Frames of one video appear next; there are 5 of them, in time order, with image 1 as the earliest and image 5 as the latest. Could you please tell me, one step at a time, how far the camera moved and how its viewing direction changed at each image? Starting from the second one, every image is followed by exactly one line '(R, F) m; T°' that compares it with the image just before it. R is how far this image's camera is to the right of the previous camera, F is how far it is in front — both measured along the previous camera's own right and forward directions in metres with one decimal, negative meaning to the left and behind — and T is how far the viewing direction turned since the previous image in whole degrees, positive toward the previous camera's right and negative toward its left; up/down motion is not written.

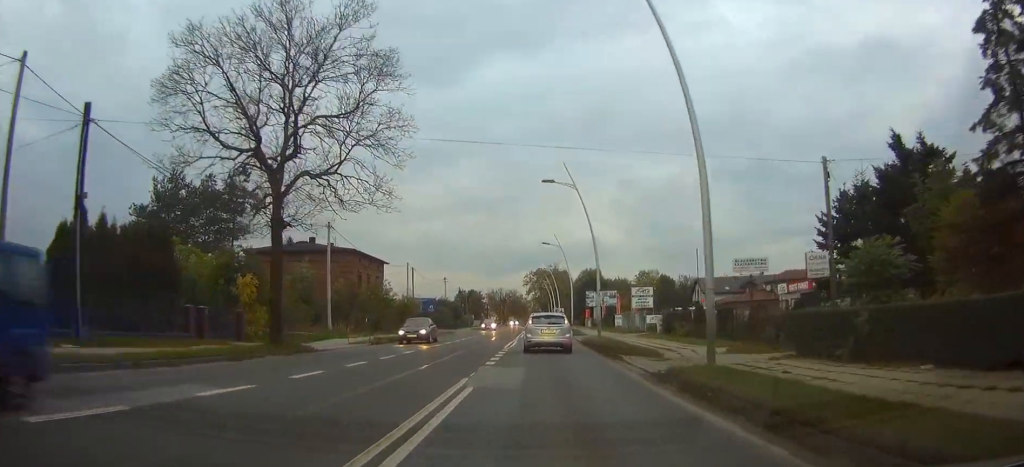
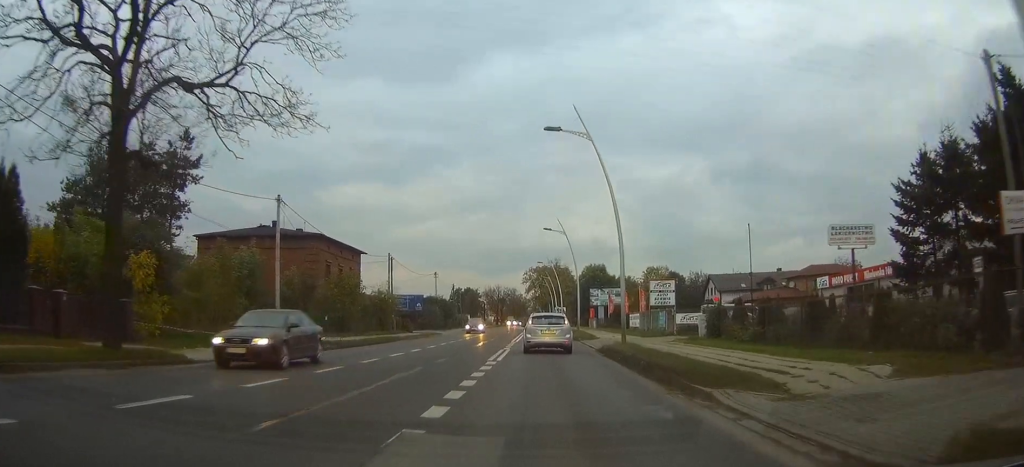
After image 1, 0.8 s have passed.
(0.0, +10.4) m; 0°
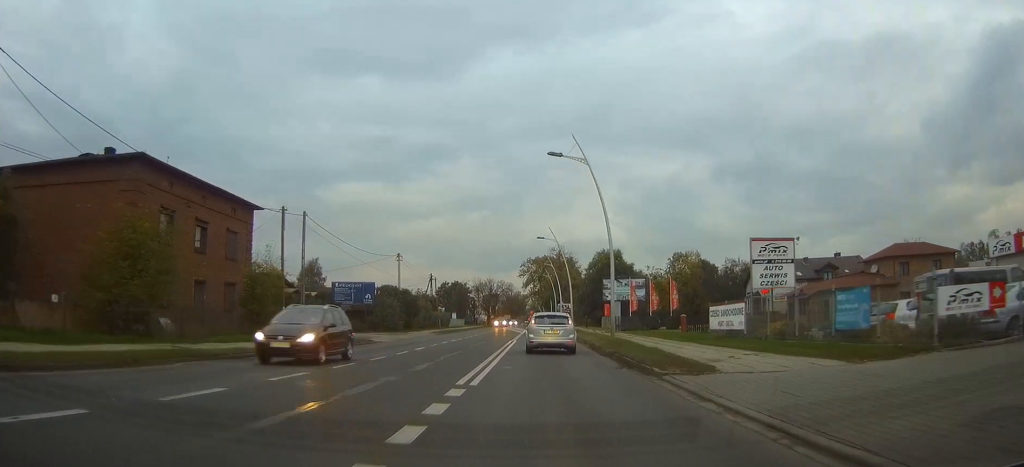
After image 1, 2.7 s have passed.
(-0.1, +26.2) m; 0°
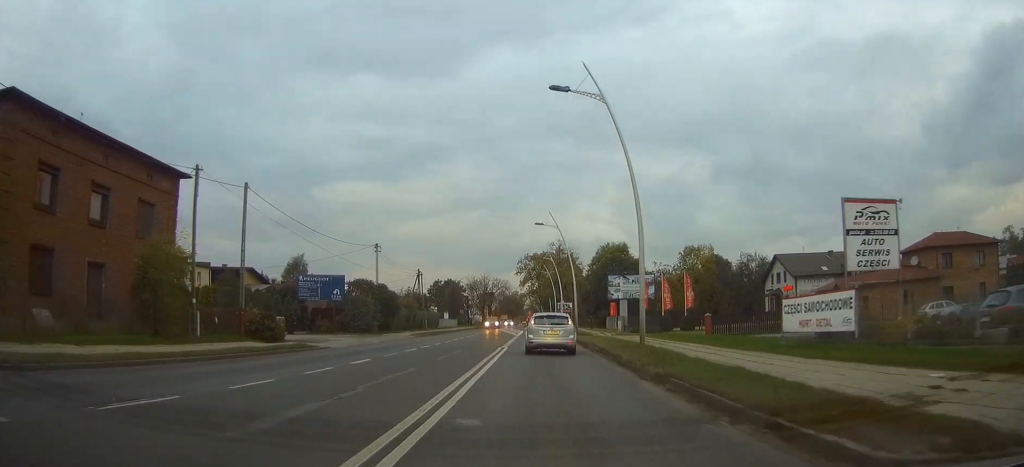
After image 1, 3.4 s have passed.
(+0.1, +9.4) m; 0°
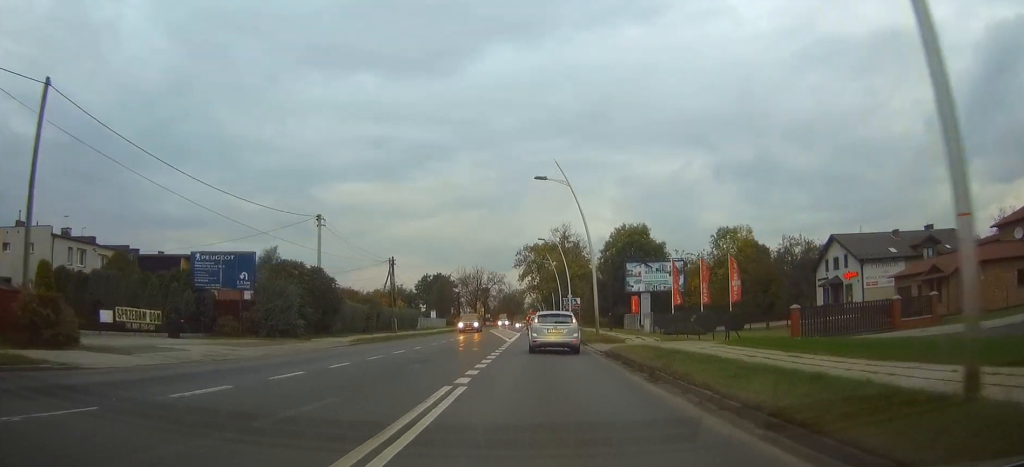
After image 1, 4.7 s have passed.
(-0.2, +17.7) m; -1°
